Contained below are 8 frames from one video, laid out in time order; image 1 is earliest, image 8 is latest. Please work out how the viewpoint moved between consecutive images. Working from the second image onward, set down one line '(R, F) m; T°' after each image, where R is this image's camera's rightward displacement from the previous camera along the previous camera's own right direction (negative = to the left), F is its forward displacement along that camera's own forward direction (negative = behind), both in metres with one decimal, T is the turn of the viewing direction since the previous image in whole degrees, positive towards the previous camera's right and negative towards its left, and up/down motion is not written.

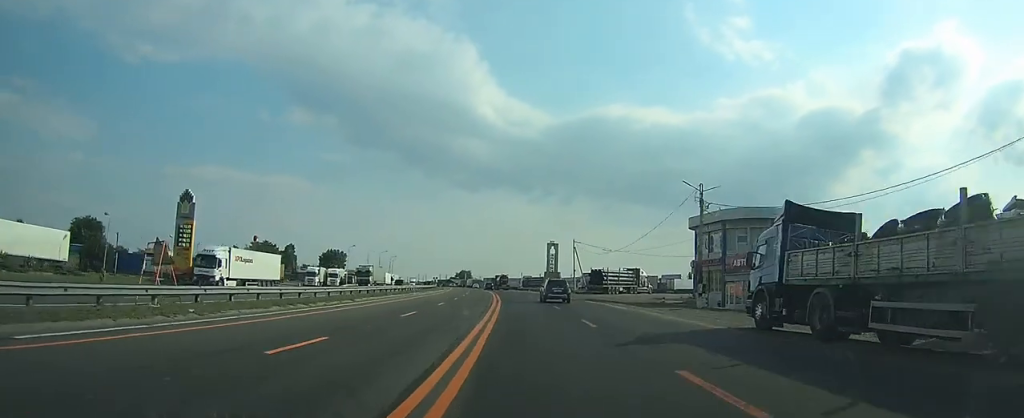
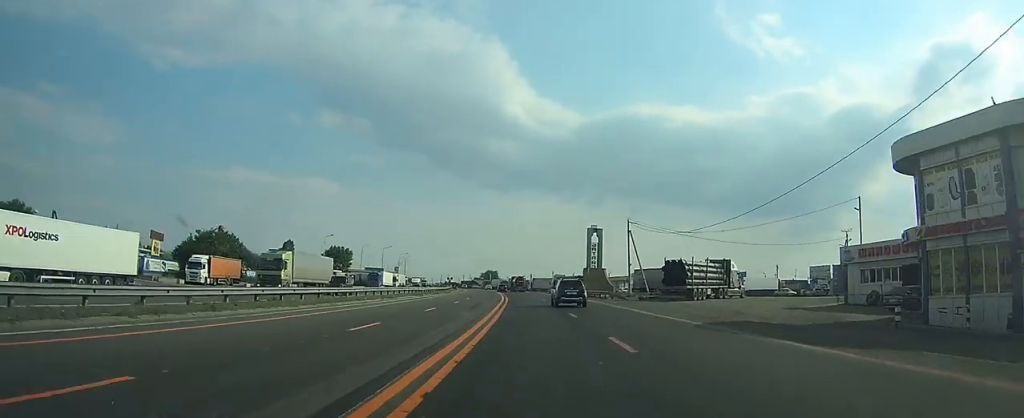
(-2.7, +31.4) m; -8°
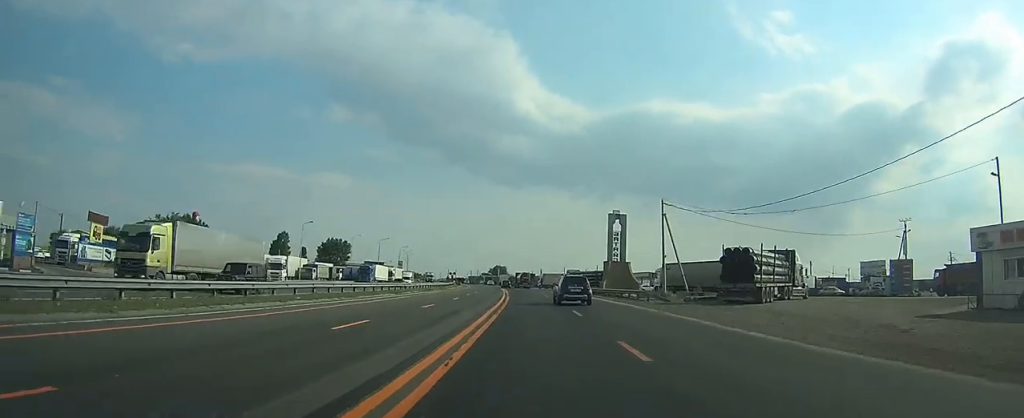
(-0.2, +14.0) m; -1°
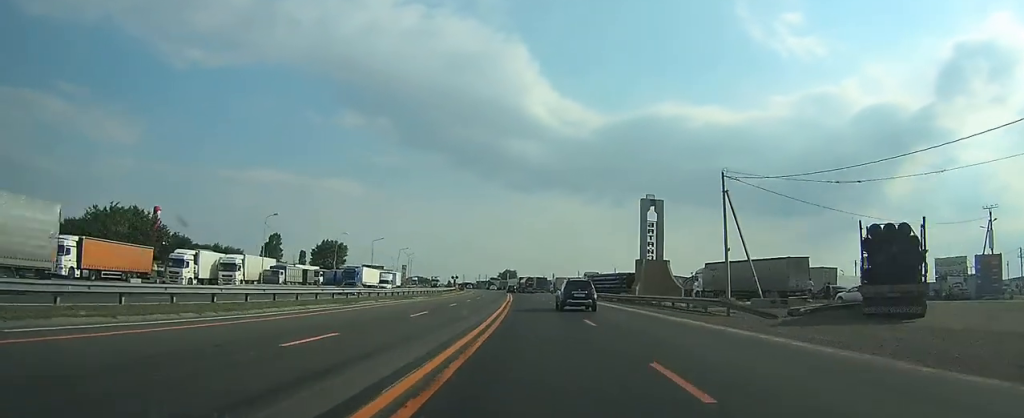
(0.0, +16.2) m; 0°
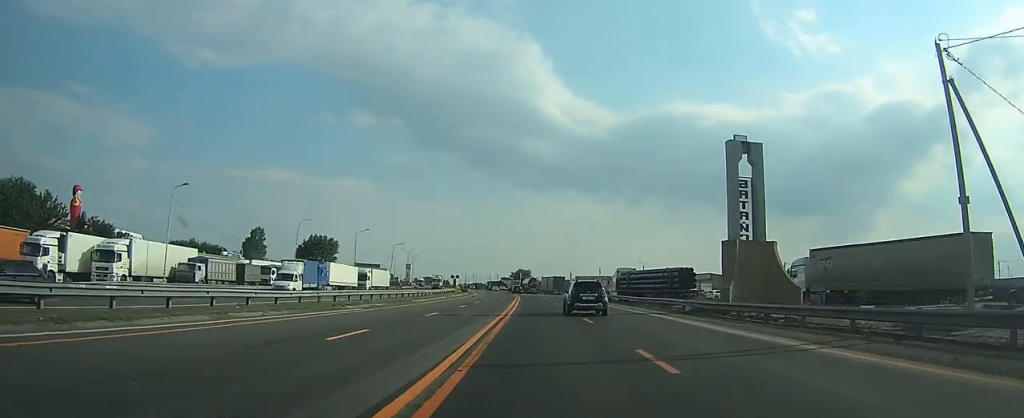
(-0.2, +23.2) m; 0°
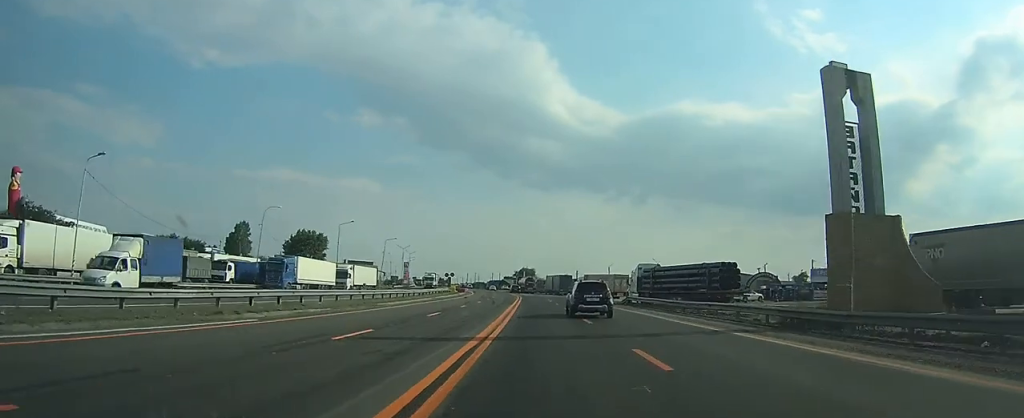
(+0.1, +12.1) m; 0°
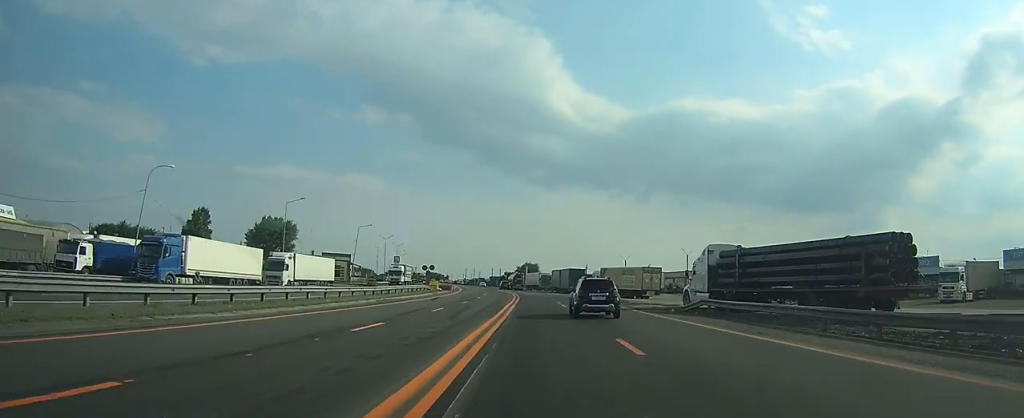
(0.0, +22.9) m; 0°
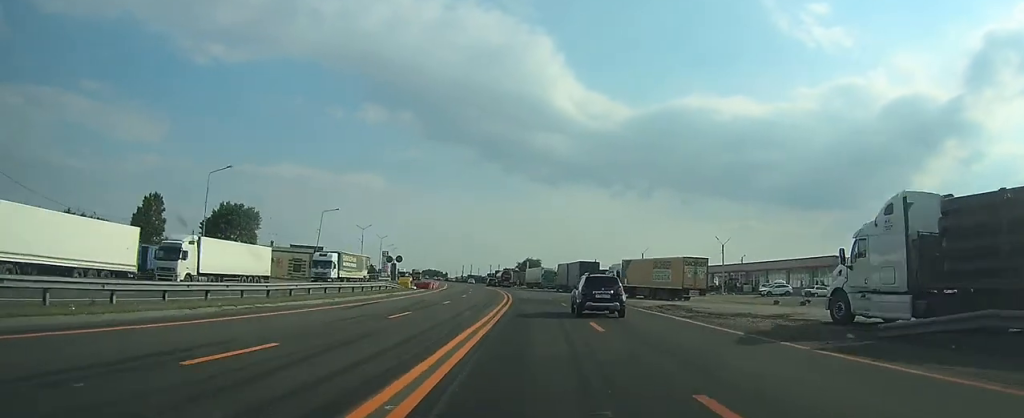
(-0.1, +19.6) m; 0°
